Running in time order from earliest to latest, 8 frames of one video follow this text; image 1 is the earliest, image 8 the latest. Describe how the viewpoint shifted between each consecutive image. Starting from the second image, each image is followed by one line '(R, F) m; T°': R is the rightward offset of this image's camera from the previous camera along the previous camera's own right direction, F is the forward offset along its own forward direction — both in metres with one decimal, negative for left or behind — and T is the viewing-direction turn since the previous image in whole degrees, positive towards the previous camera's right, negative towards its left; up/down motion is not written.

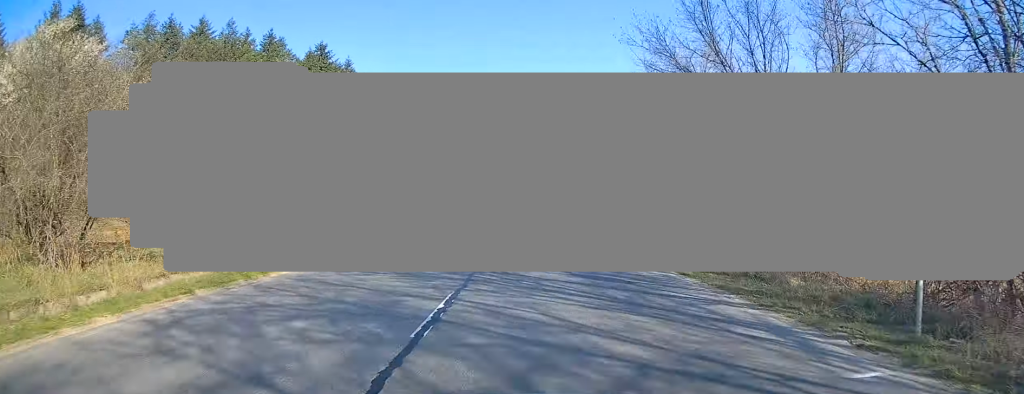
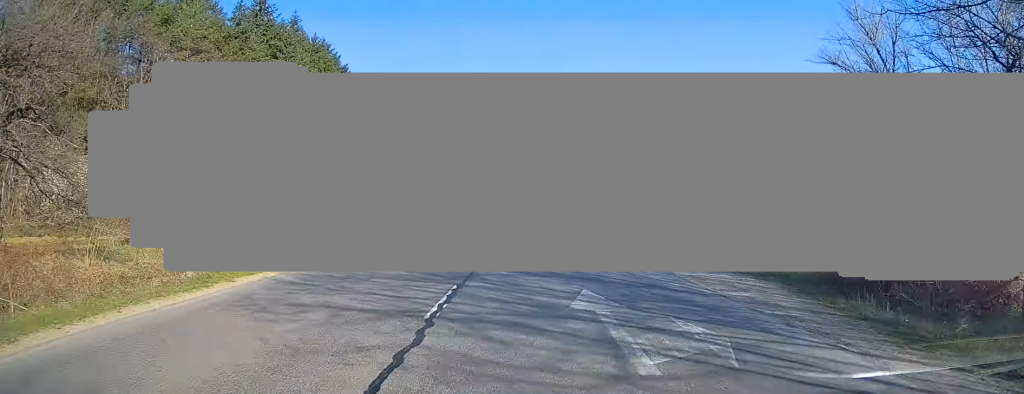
(0.0, +25.9) m; +1°
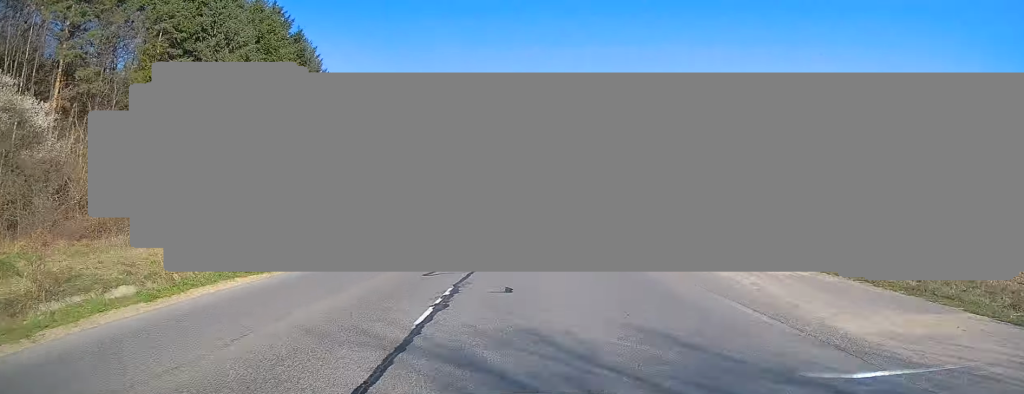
(+0.1, +18.5) m; 0°
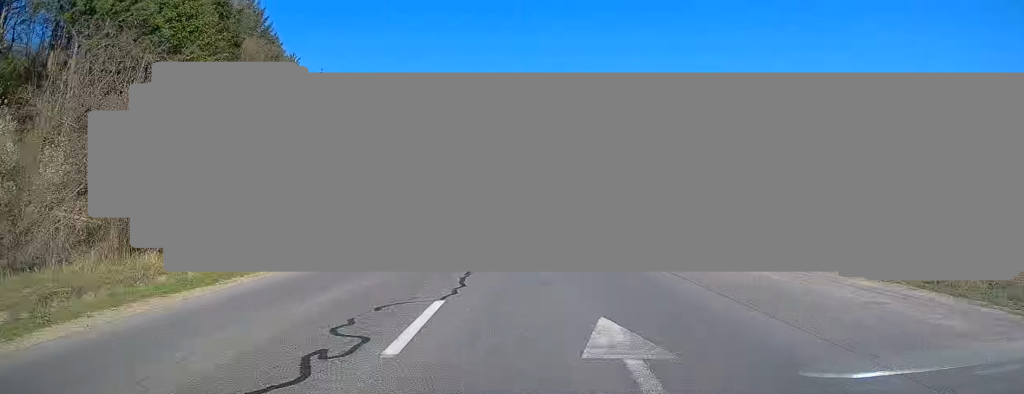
(-0.1, +19.2) m; 0°
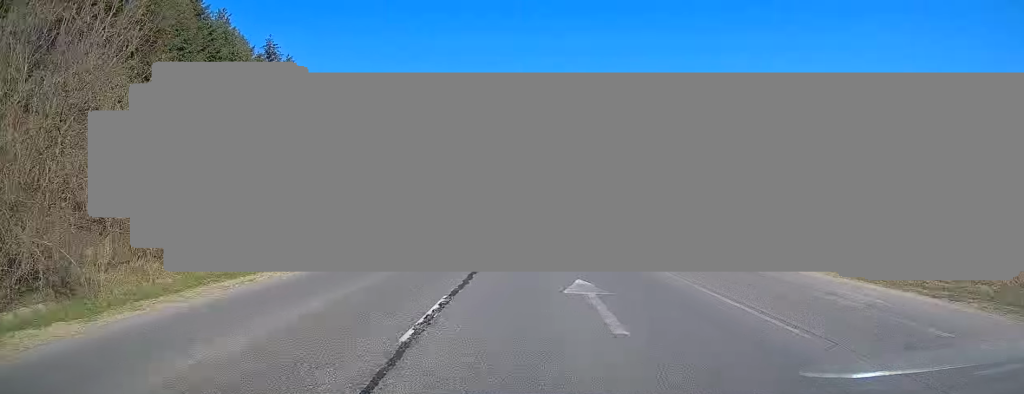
(+0.2, +26.4) m; 0°
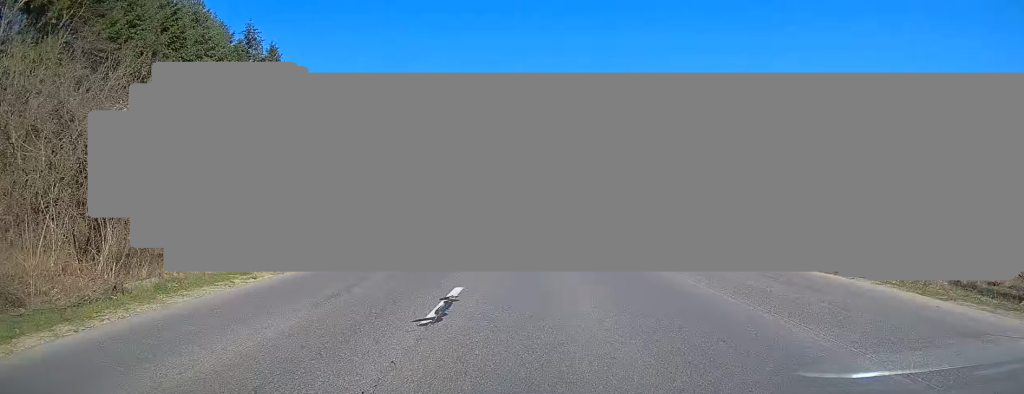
(+0.1, +8.1) m; 0°
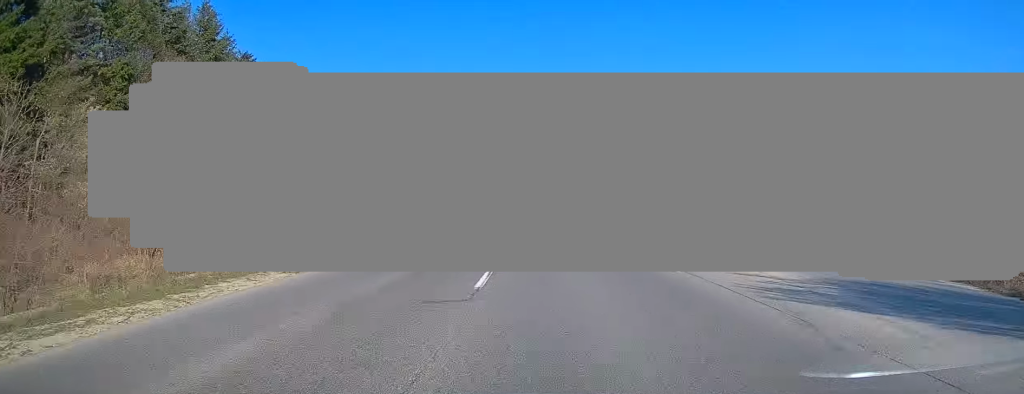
(-0.3, +24.0) m; 0°
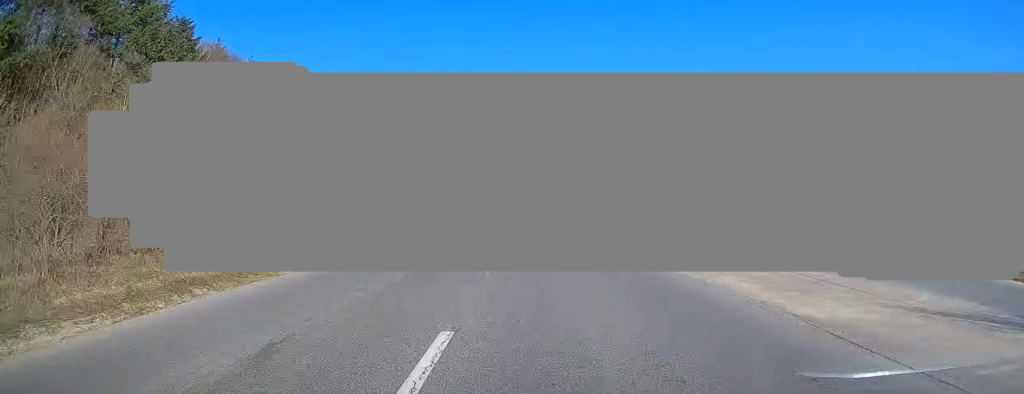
(0.0, +15.3) m; +1°
